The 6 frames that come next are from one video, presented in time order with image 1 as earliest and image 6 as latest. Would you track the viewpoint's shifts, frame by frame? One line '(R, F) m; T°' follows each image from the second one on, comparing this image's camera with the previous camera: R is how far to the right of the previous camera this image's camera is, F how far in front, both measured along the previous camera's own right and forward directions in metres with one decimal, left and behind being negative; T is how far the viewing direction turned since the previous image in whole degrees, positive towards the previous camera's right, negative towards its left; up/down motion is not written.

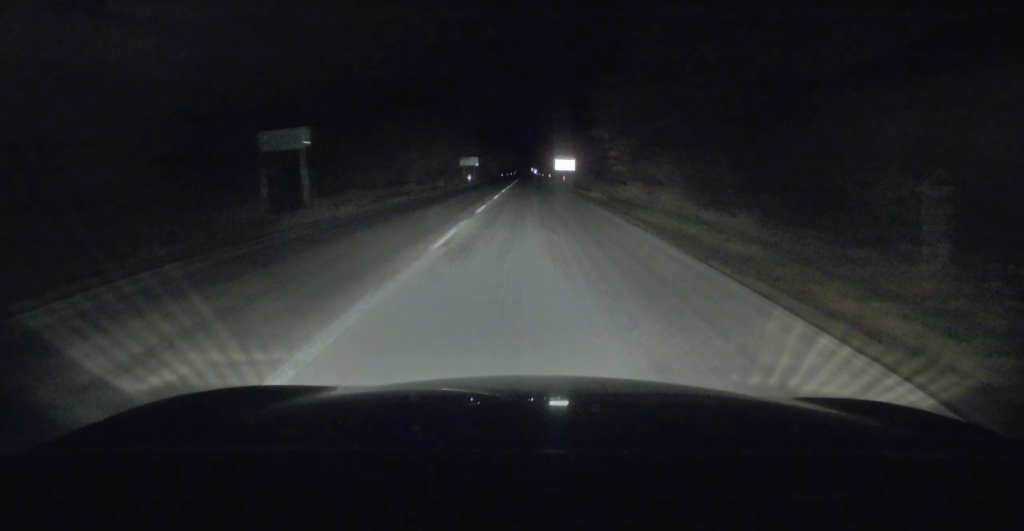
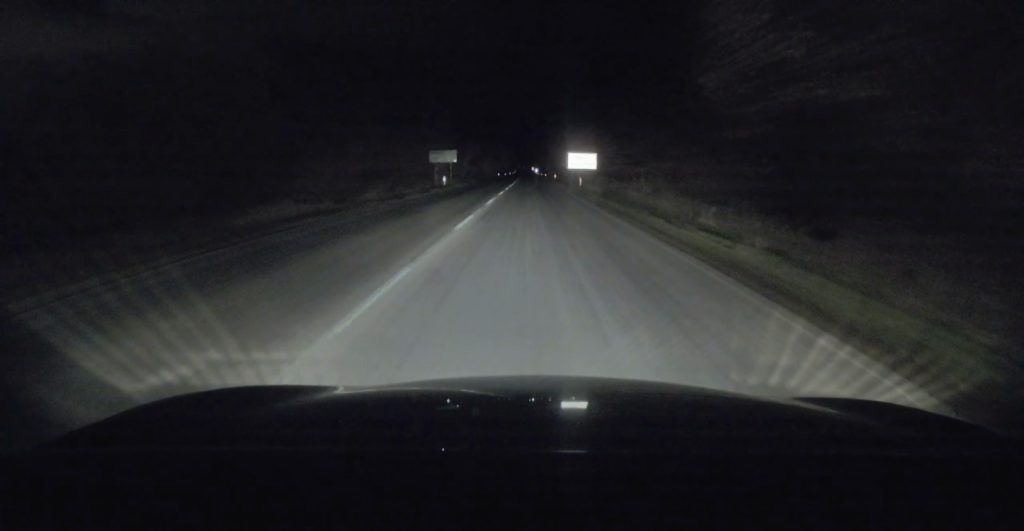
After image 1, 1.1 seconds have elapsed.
(+0.2, +22.9) m; 0°
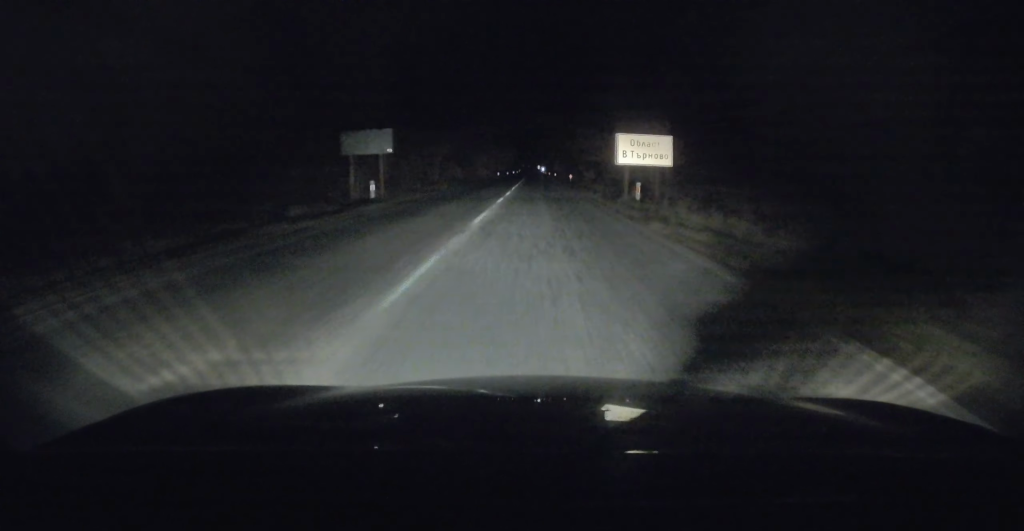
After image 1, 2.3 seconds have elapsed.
(-0.2, +25.8) m; 0°
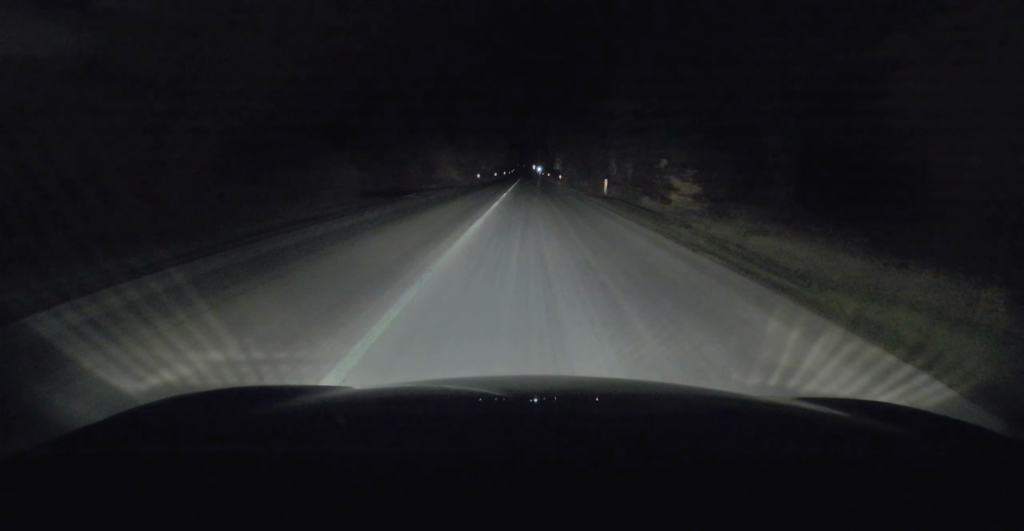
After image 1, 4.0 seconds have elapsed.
(0.0, +38.0) m; +1°
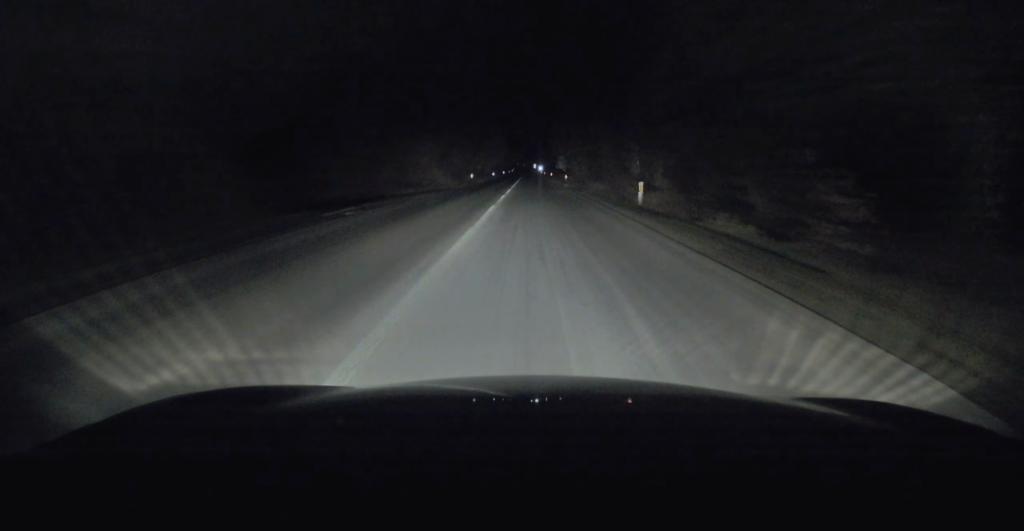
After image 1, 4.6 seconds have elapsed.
(-0.1, +11.5) m; 0°
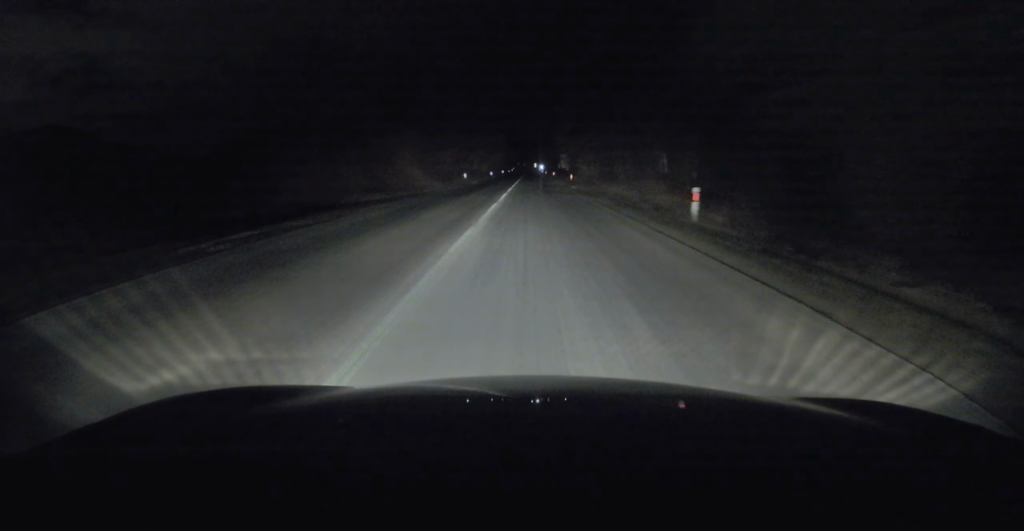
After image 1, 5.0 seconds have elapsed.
(+0.2, +8.6) m; 0°
